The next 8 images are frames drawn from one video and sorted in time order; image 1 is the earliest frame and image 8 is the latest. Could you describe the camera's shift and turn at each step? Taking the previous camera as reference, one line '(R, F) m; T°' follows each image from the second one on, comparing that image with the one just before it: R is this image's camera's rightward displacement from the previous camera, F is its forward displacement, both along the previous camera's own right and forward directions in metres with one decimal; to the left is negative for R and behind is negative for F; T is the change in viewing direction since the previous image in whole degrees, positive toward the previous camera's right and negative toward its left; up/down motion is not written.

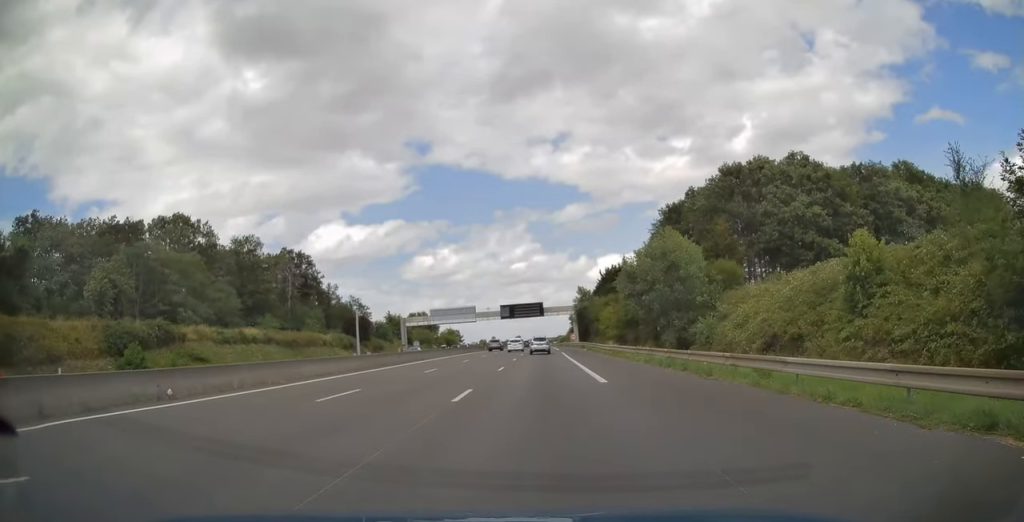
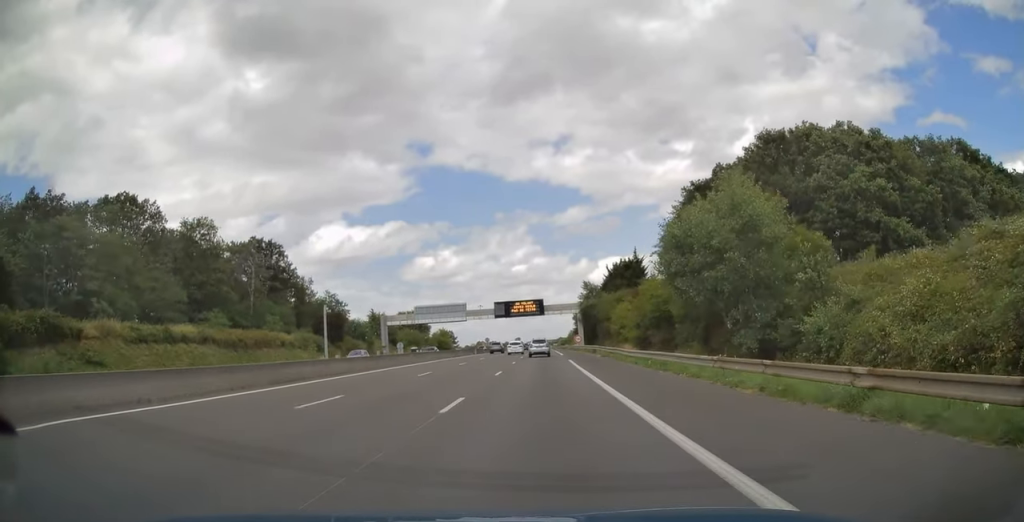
(0.0, +14.9) m; 0°
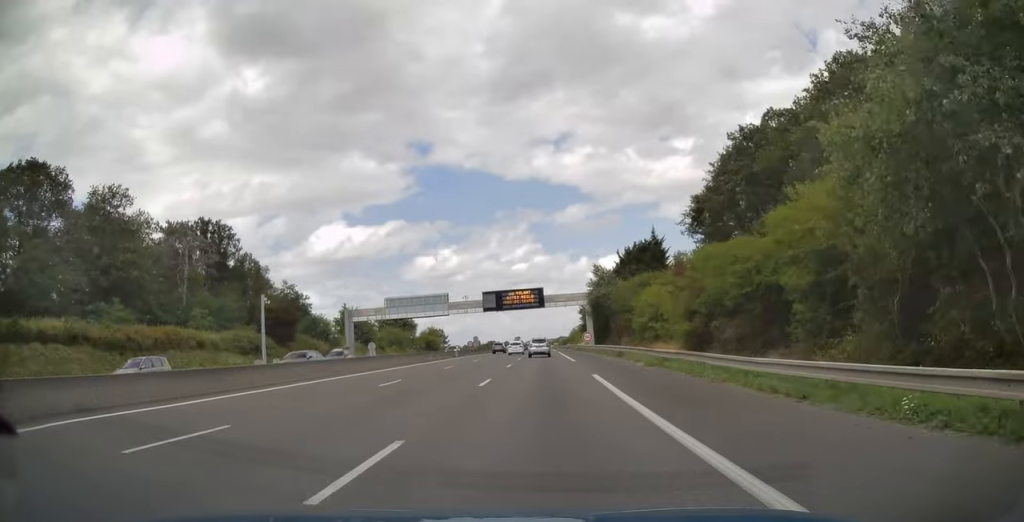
(0.0, +19.6) m; 0°
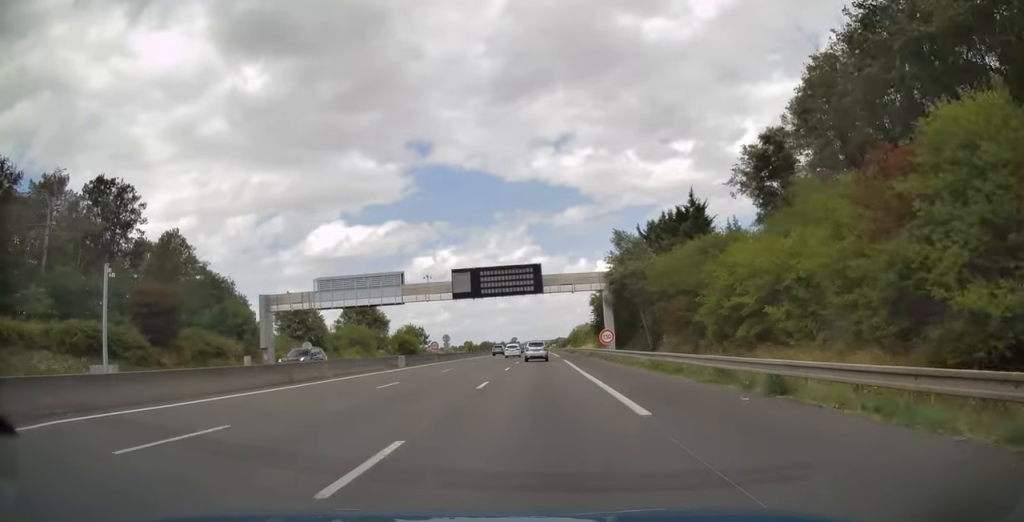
(0.0, +26.2) m; 0°
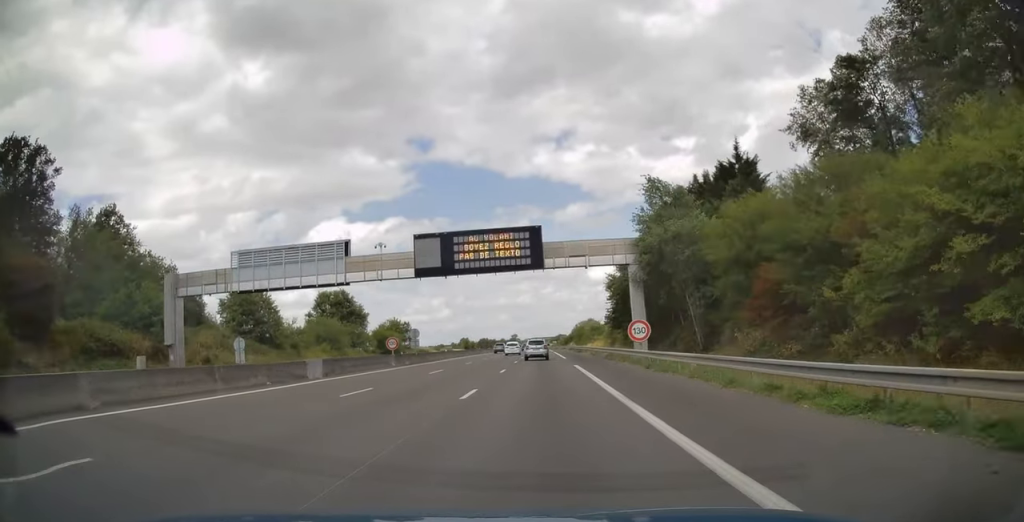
(0.0, +17.0) m; 0°
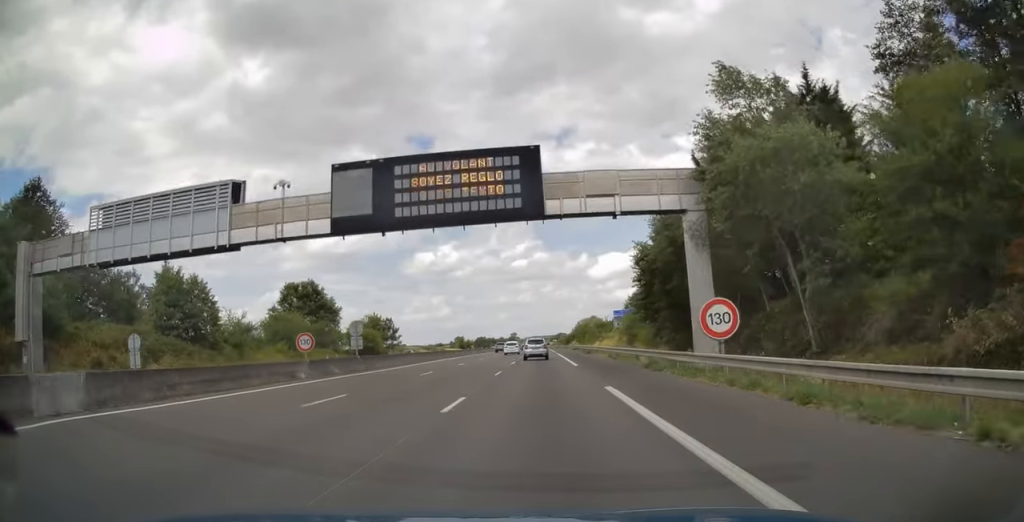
(0.0, +16.0) m; 0°
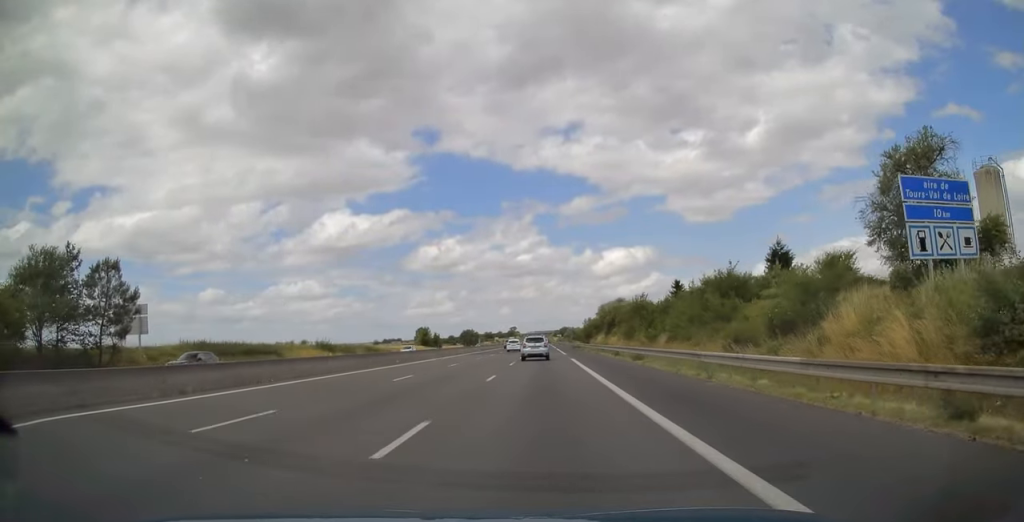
(0.0, +83.8) m; 0°
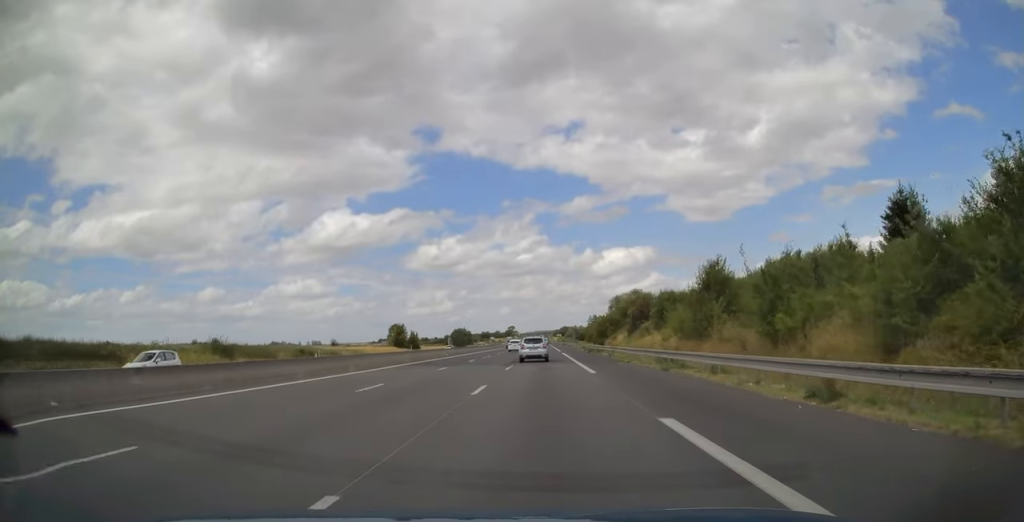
(-0.2, +31.0) m; 0°
